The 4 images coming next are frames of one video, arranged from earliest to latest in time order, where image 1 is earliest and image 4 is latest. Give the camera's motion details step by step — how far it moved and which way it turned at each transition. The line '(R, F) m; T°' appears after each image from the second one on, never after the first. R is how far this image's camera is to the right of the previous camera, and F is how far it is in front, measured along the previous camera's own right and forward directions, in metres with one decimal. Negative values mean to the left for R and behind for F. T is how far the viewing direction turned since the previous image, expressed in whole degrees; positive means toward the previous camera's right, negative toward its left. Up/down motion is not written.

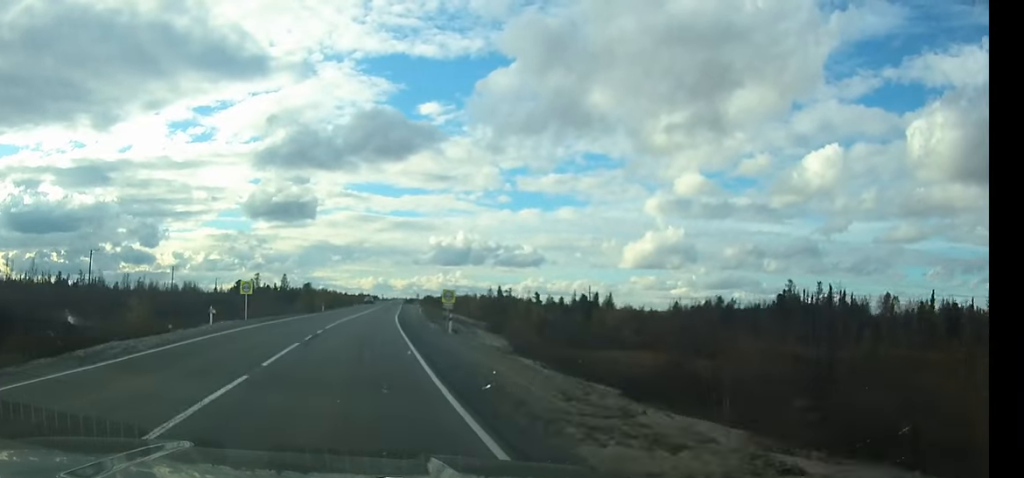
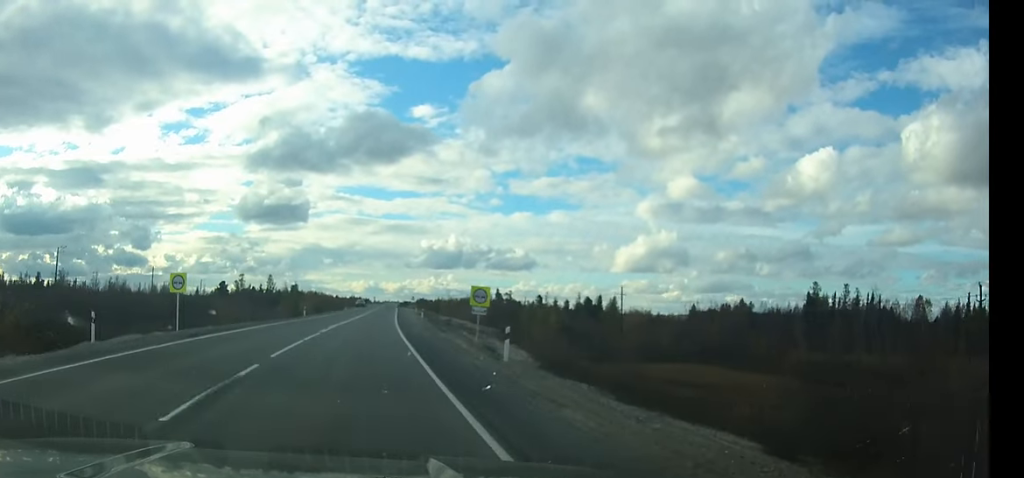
(0.0, +15.4) m; +1°
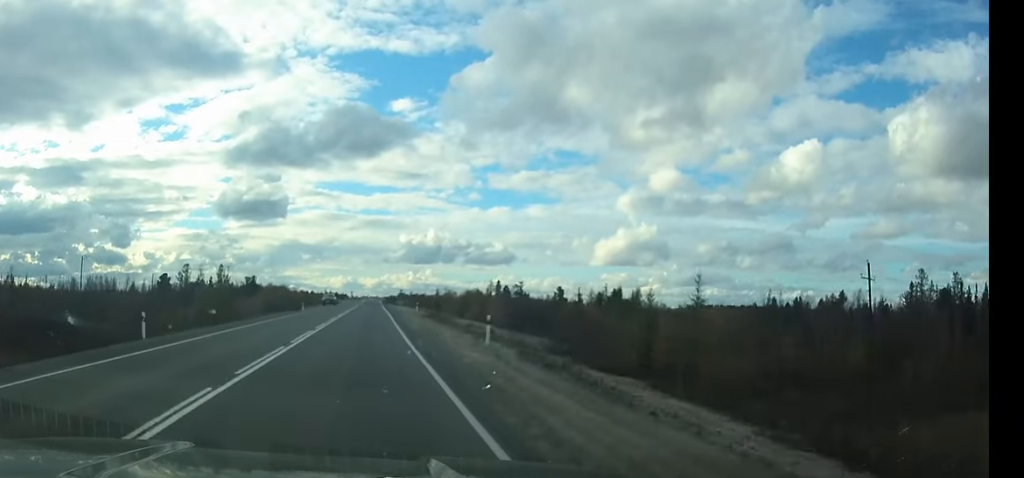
(+0.6, +43.4) m; +1°
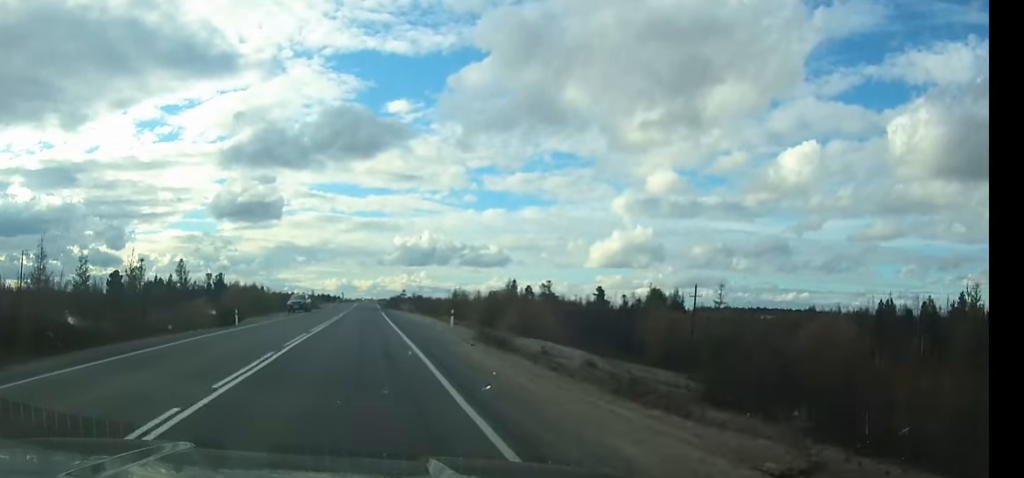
(+0.3, +32.5) m; 0°
